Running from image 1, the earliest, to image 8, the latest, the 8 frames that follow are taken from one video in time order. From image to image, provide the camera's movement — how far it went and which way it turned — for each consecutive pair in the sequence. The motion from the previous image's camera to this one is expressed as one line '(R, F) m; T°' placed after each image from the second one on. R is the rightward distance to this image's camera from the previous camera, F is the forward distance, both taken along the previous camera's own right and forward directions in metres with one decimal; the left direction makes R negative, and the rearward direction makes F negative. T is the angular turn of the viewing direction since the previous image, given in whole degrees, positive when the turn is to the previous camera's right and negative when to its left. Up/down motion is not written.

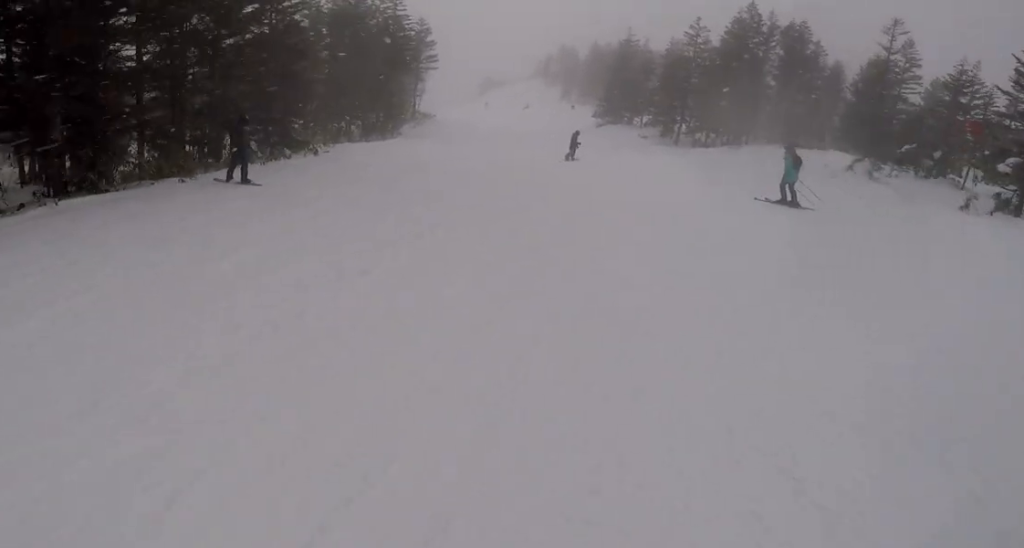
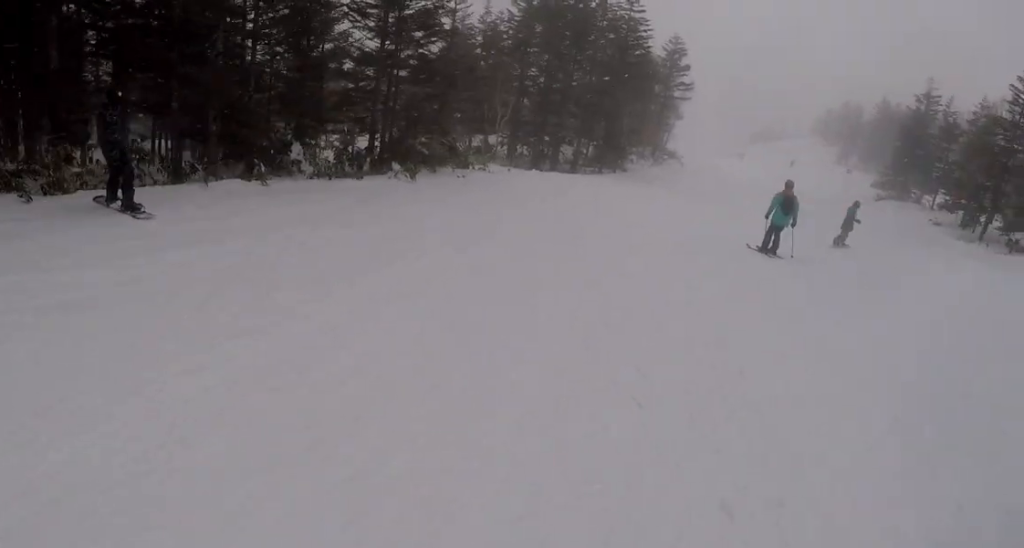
(-0.5, +11.3) m; -7°
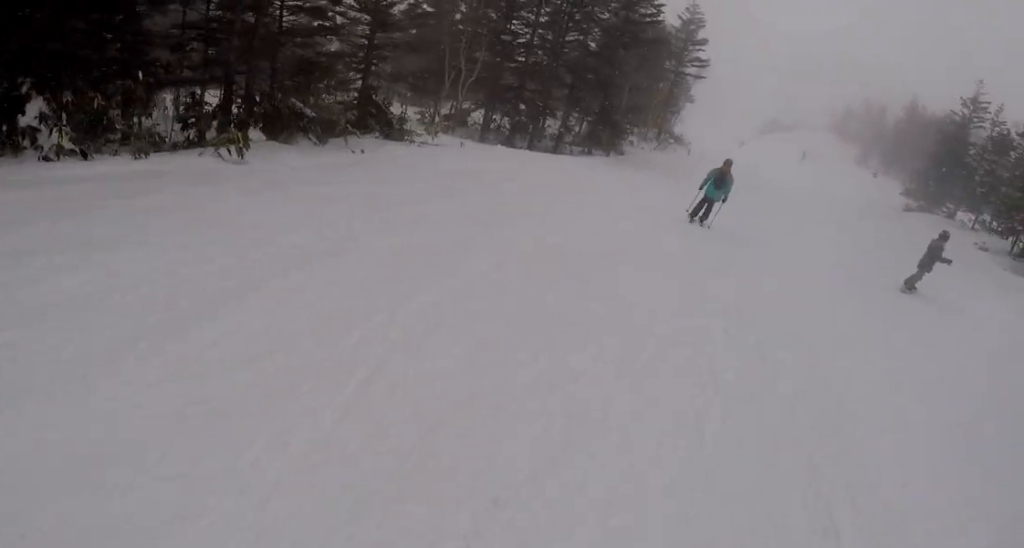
(-0.1, +7.1) m; -1°
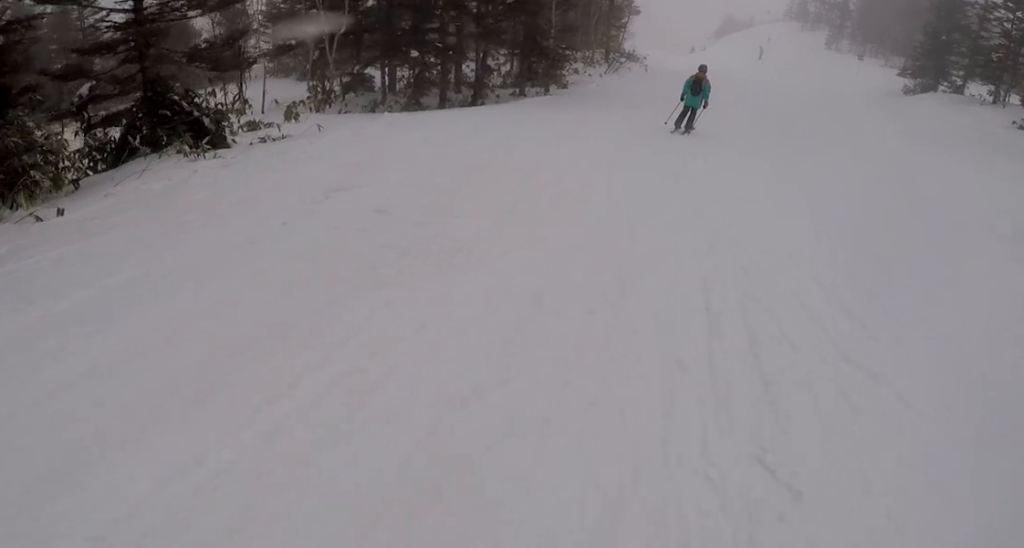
(0.0, +6.8) m; 0°
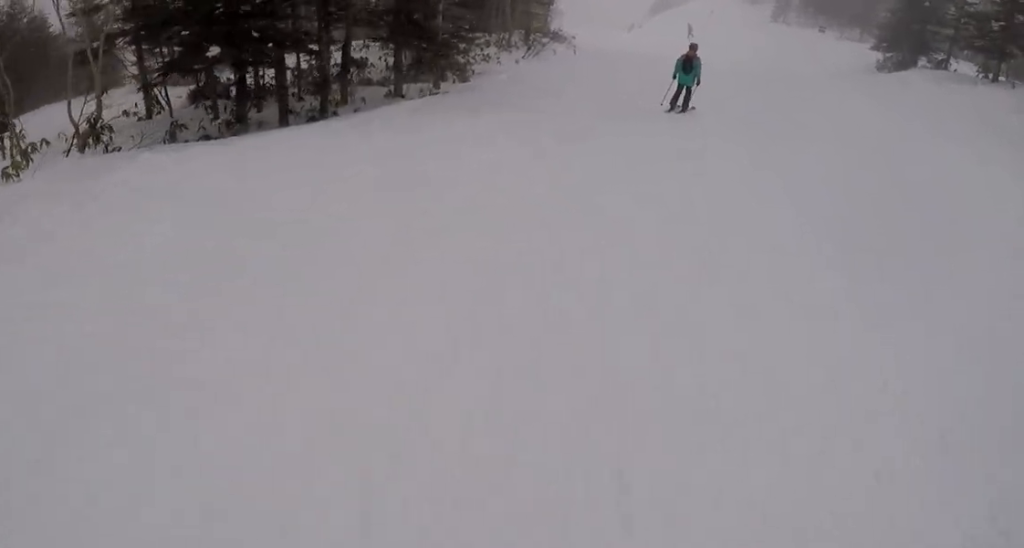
(0.0, +6.8) m; 0°
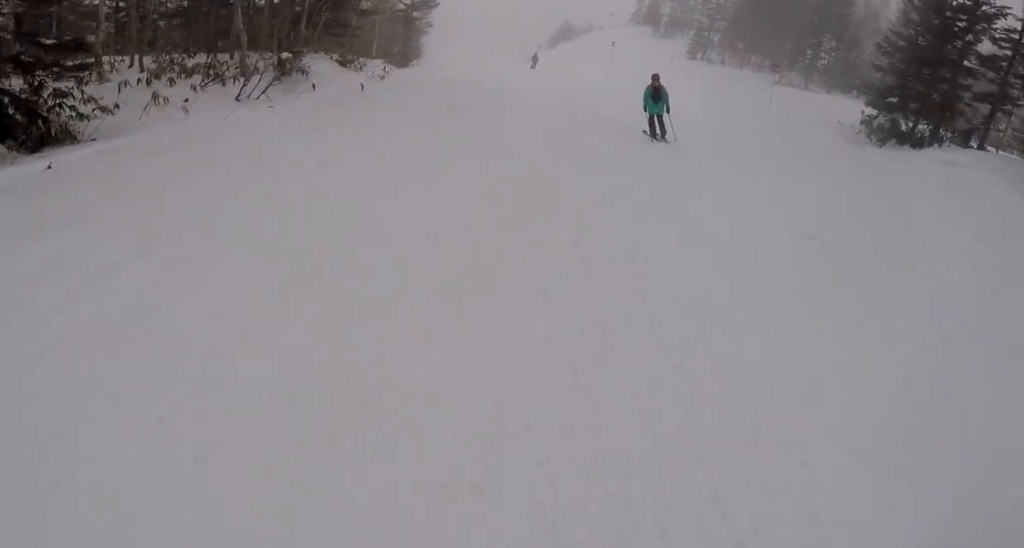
(+0.6, +15.2) m; +6°
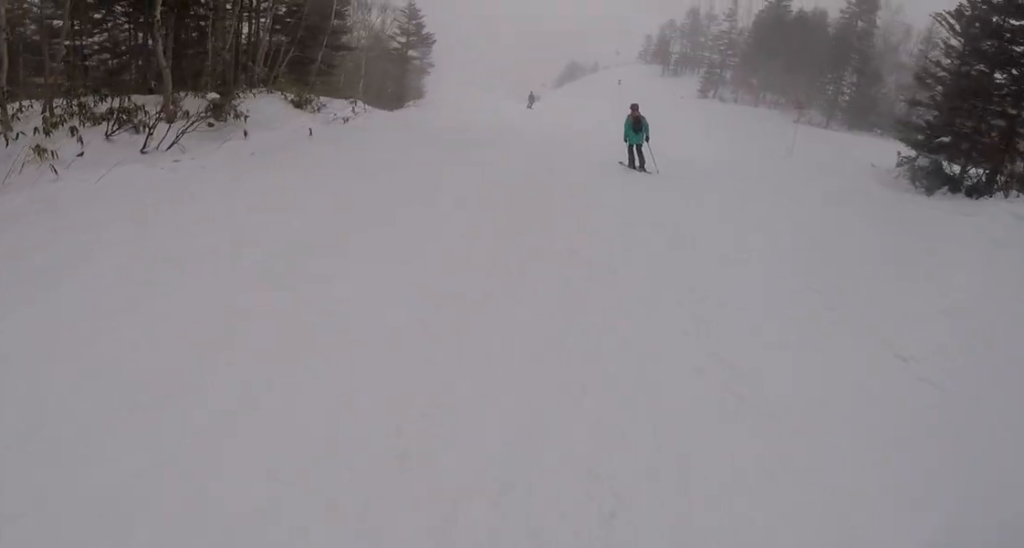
(+0.5, +3.6) m; -3°
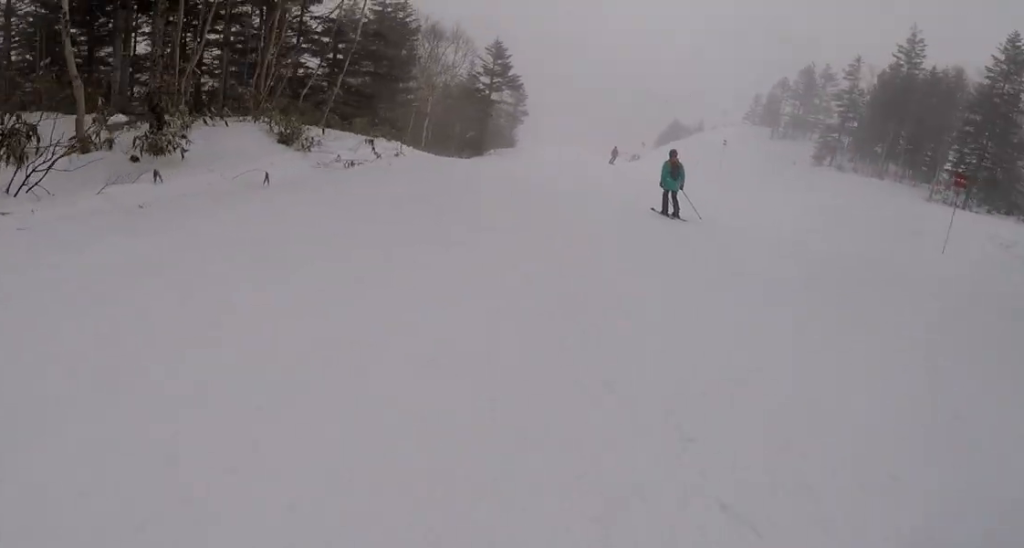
(-0.1, +5.6) m; -5°
